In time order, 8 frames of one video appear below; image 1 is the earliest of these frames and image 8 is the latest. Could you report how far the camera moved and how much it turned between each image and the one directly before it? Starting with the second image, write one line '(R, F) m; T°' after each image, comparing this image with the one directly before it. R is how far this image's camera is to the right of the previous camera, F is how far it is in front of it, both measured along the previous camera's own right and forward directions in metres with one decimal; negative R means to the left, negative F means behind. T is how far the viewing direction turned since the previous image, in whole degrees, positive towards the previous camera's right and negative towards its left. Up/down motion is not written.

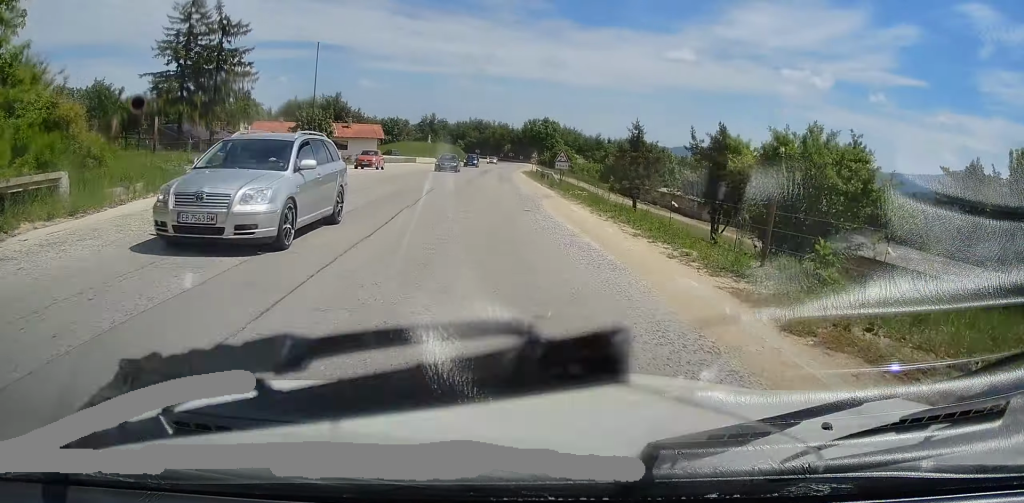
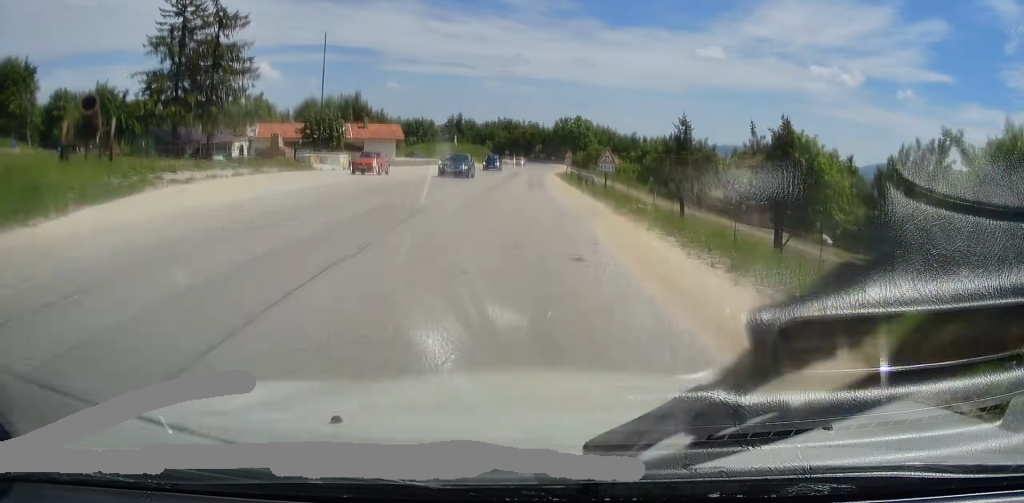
(-0.5, +7.0) m; -4°
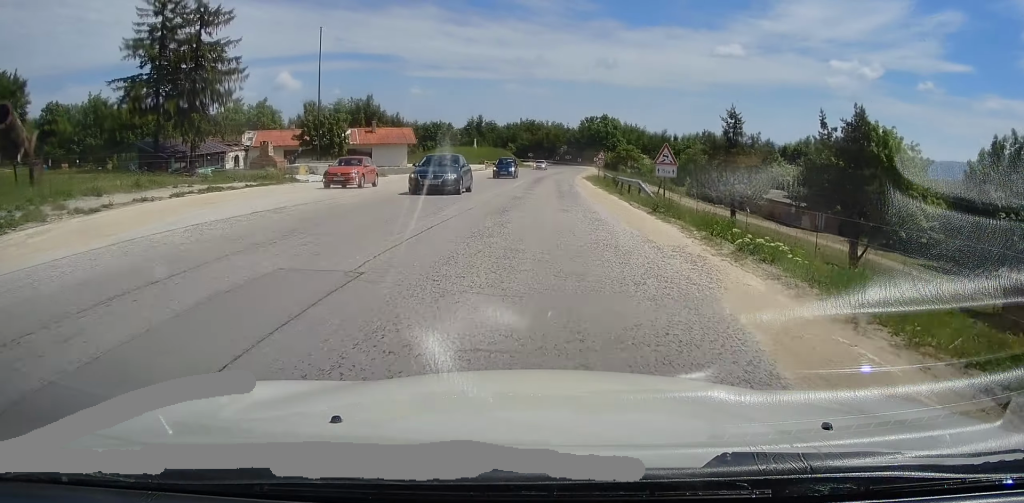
(-0.1, +7.5) m; -1°
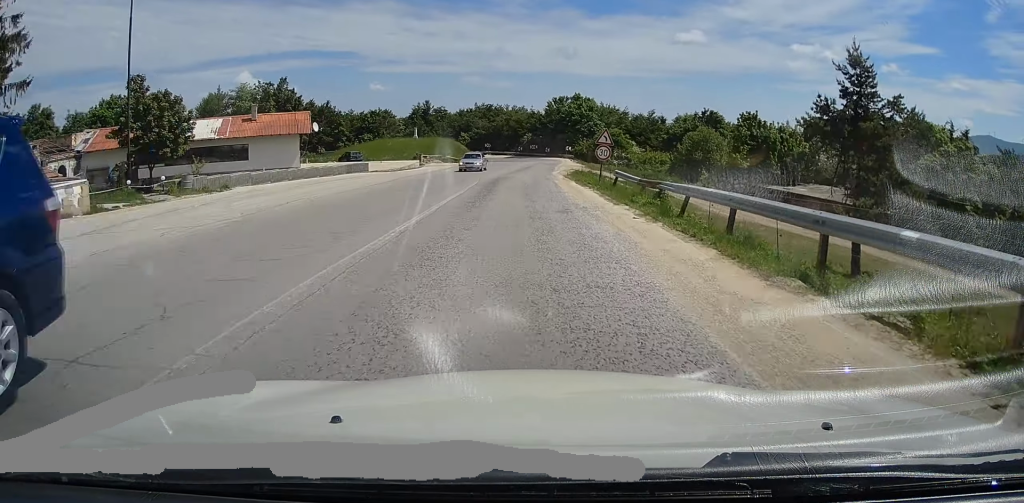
(-0.2, +23.8) m; +1°
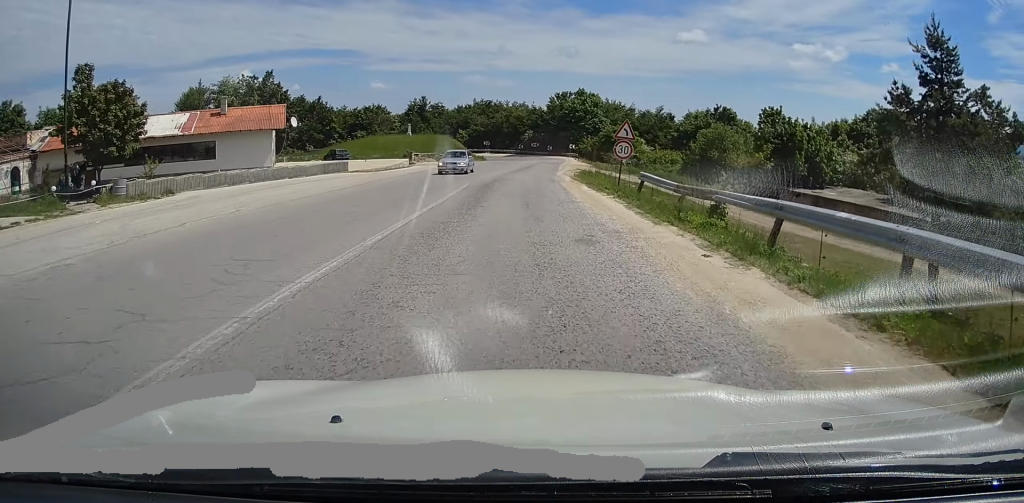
(0.0, +5.5) m; +1°
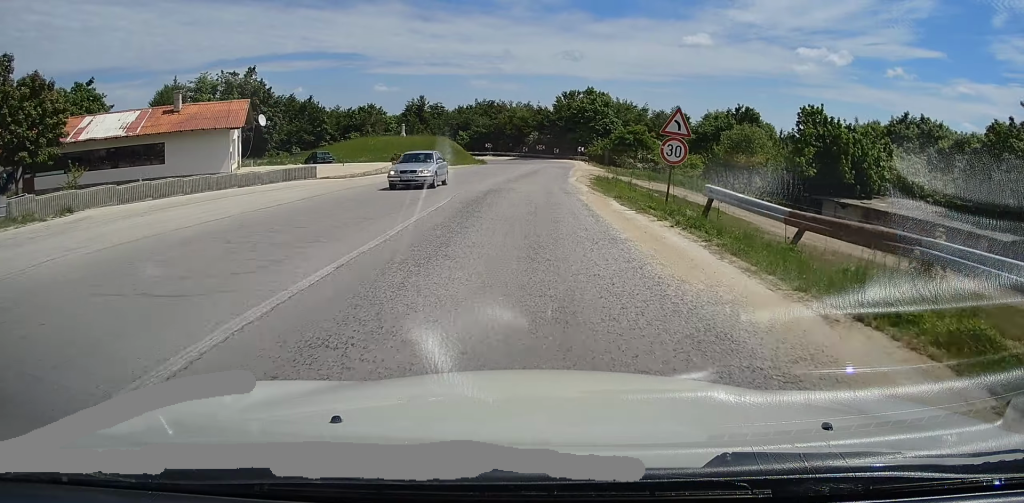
(+0.2, +7.1) m; +2°
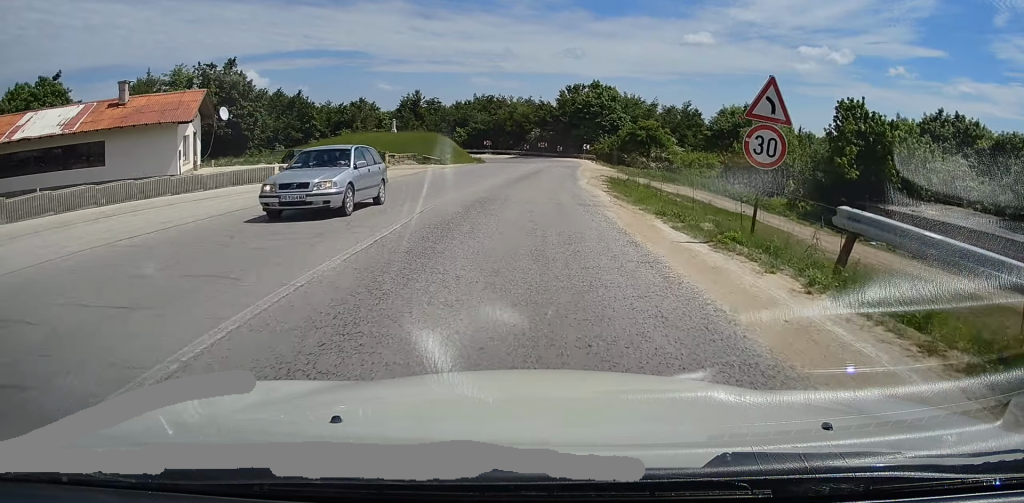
(+0.1, +5.9) m; +1°
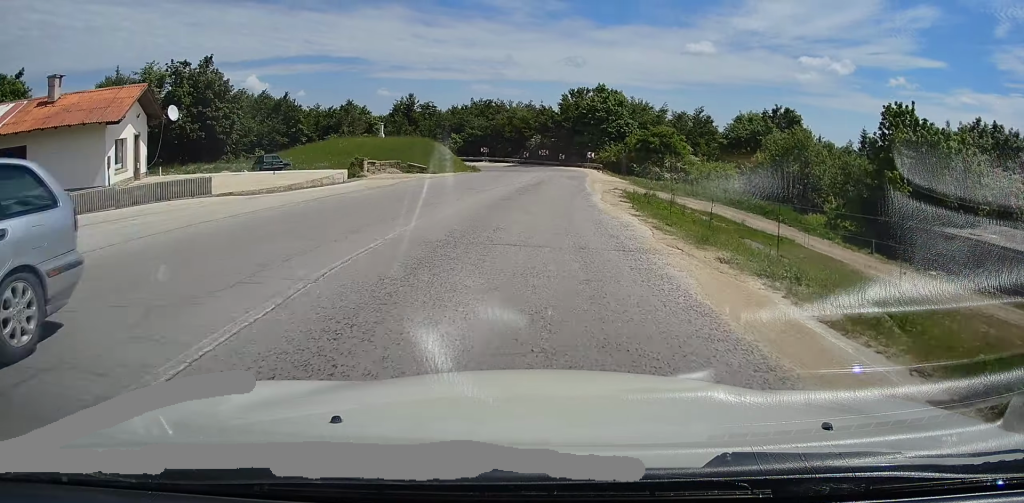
(+0.1, +5.9) m; 0°
